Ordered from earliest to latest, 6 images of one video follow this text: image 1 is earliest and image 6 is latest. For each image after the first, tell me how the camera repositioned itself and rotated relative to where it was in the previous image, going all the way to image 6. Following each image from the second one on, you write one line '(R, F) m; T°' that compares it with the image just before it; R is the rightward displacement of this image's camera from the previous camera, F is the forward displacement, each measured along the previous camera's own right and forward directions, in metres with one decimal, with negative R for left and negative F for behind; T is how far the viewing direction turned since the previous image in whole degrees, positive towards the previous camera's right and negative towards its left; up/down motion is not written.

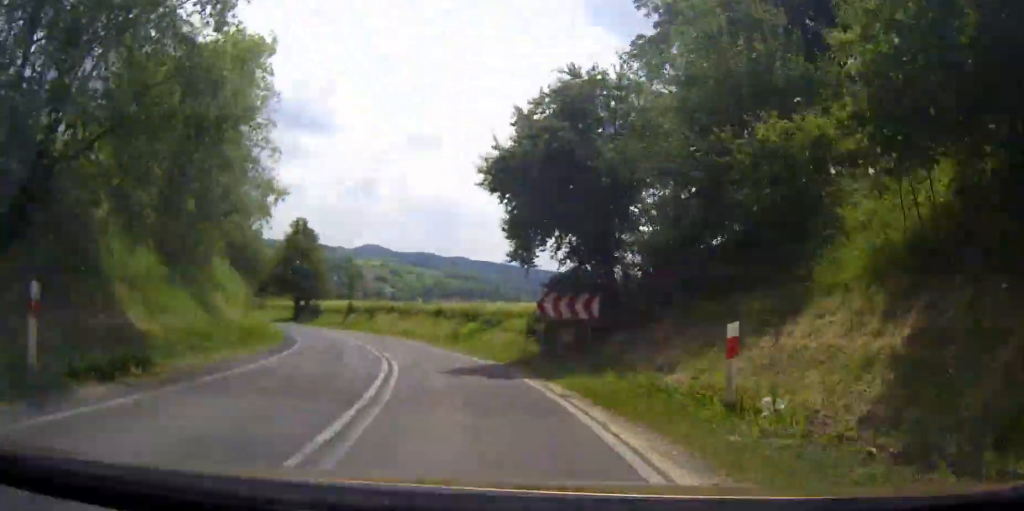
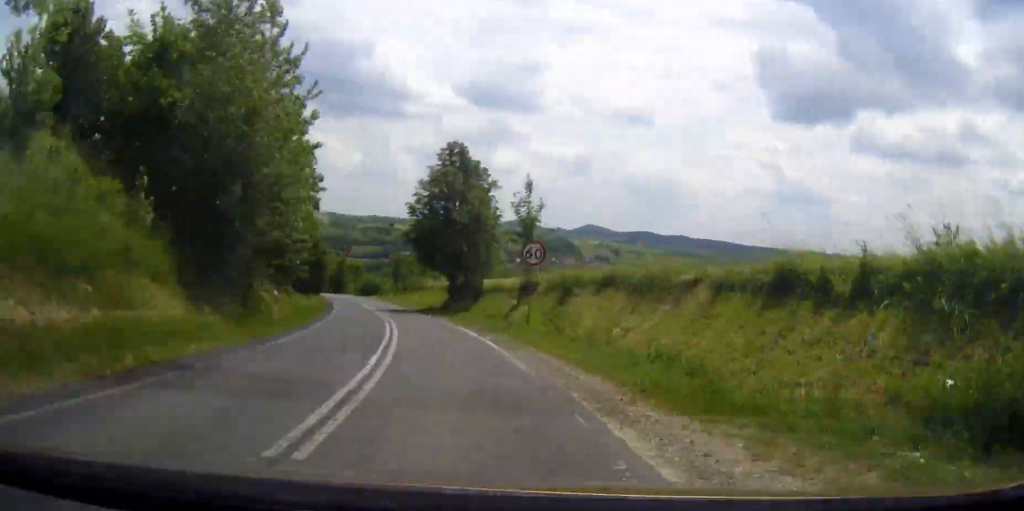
(-6.1, +38.6) m; -15°
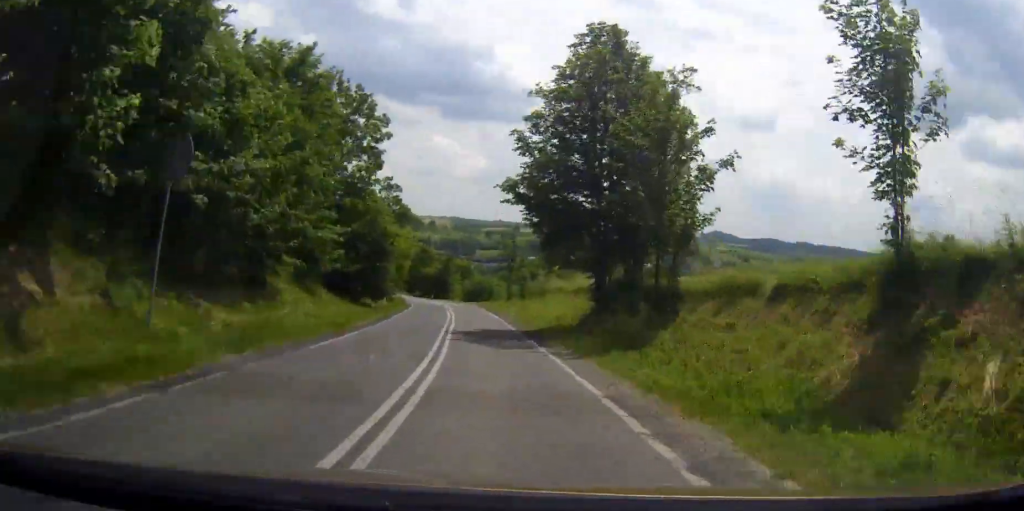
(-2.0, +27.2) m; -6°
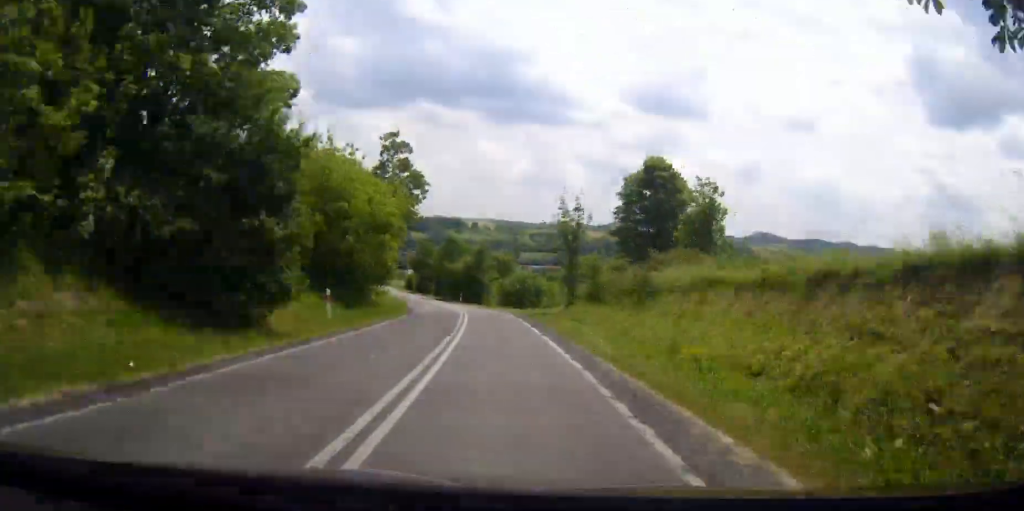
(-1.2, +25.9) m; -4°
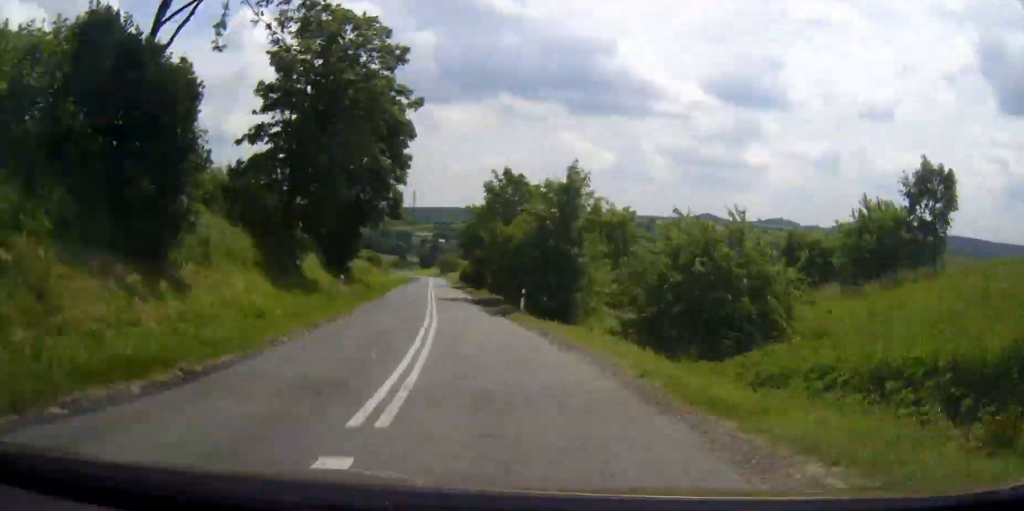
(-2.4, +44.5) m; -5°
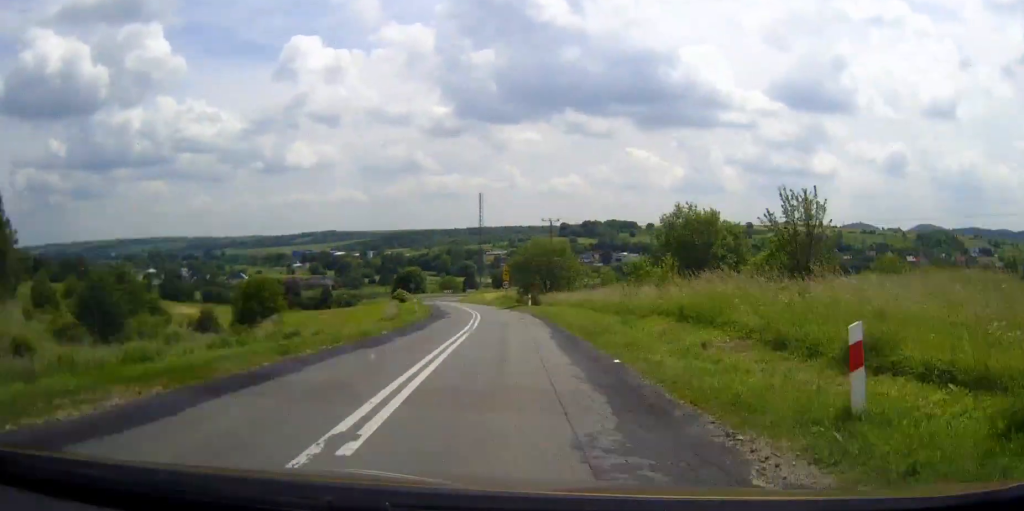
(-6.2, +113.5) m; -5°
